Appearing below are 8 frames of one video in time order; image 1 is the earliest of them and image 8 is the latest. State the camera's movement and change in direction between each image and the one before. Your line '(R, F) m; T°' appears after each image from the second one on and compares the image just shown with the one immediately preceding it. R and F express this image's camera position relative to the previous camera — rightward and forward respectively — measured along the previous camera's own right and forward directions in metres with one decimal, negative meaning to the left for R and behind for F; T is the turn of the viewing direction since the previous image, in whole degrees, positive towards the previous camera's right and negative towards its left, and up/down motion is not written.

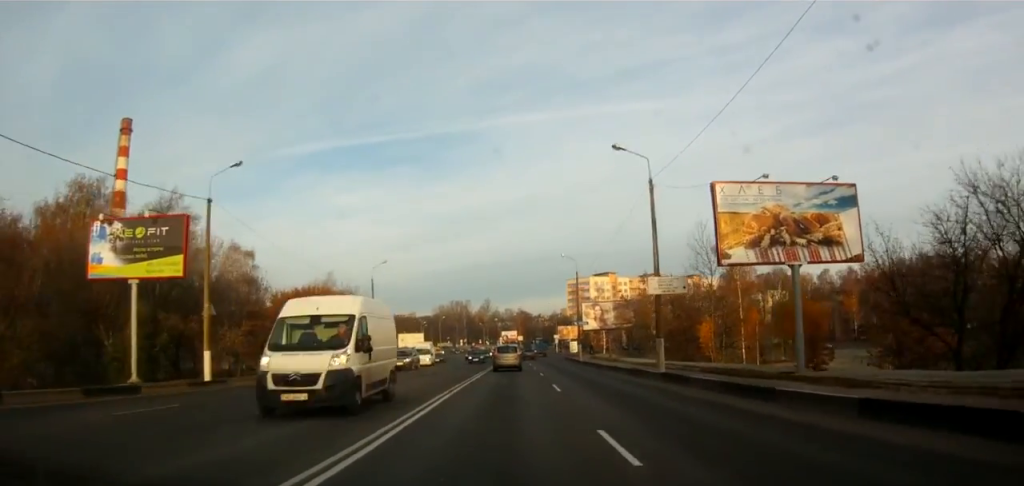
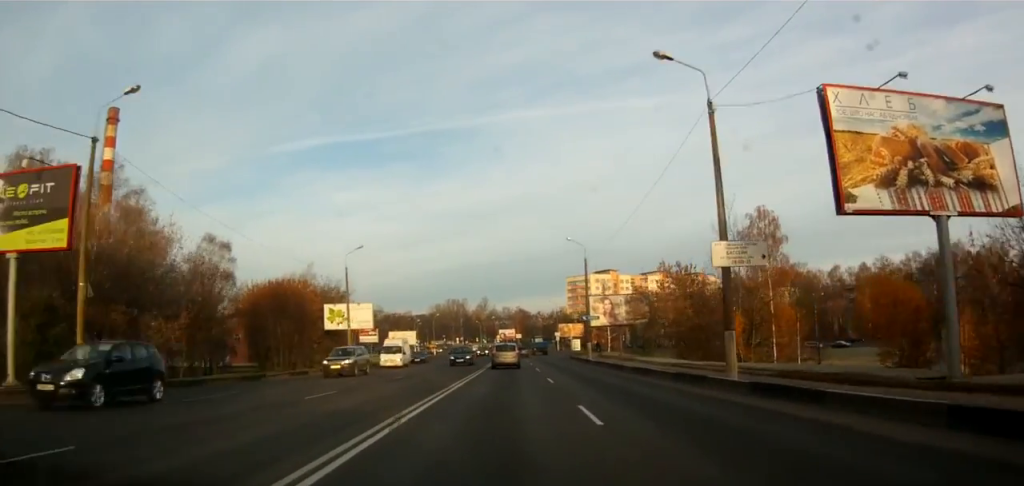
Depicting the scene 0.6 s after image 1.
(+0.1, +9.5) m; +1°
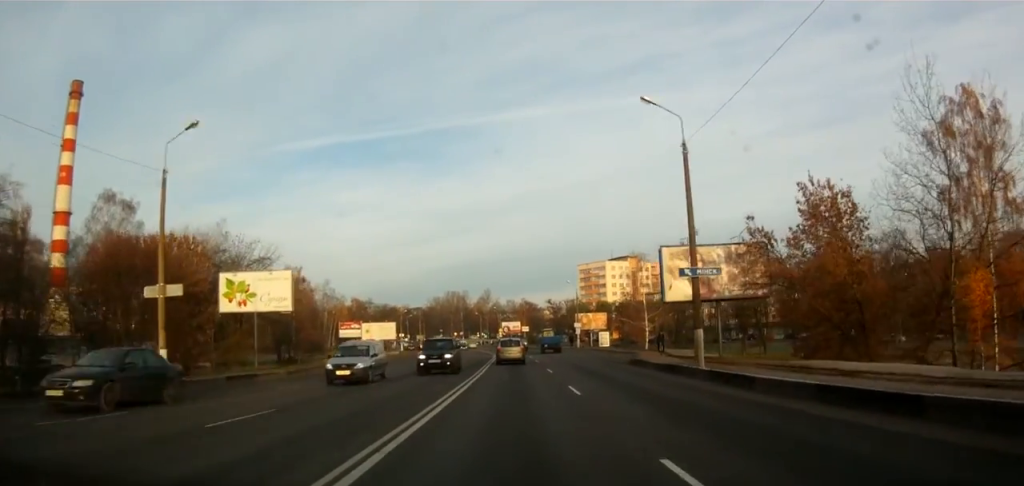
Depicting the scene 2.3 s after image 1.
(-0.1, +30.2) m; -1°
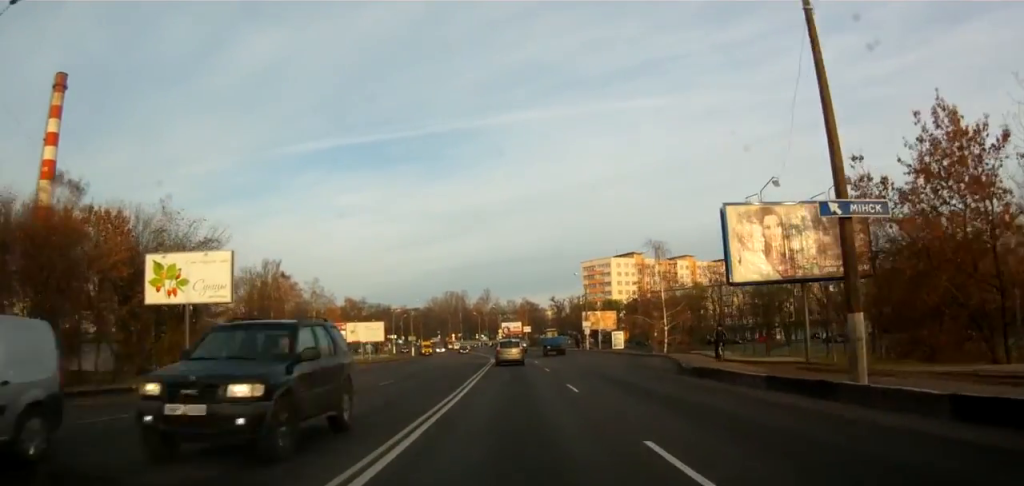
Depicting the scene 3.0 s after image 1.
(-0.1, +11.0) m; -1°
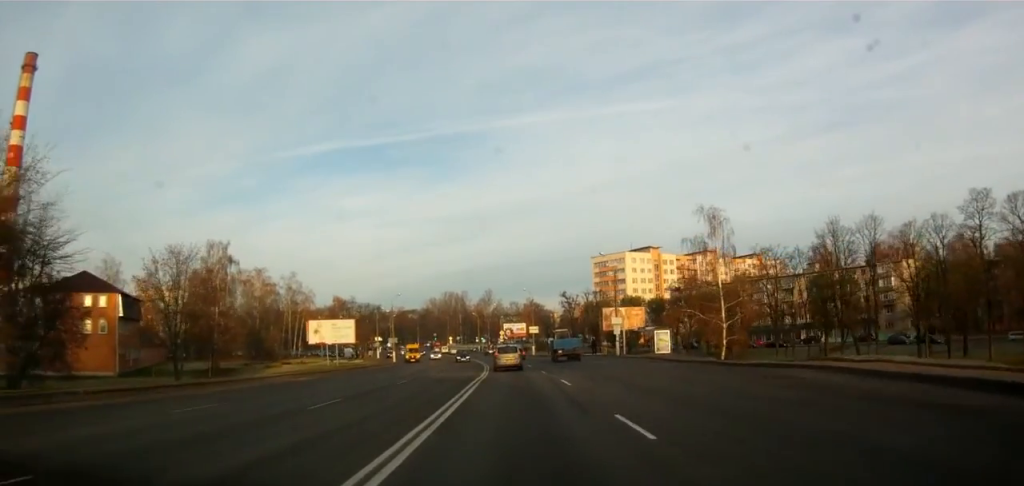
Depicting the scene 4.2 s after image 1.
(0.0, +21.1) m; 0°
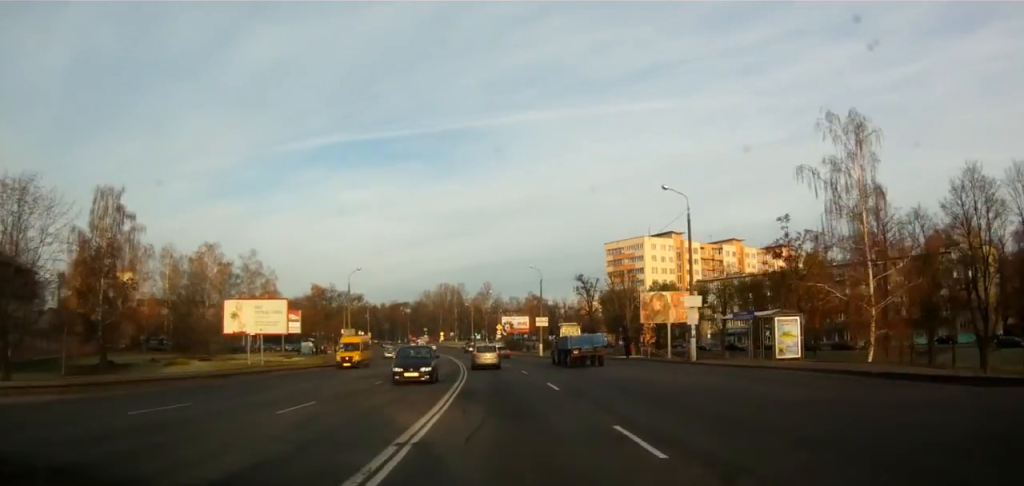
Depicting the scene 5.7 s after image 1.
(0.0, +25.1) m; 0°
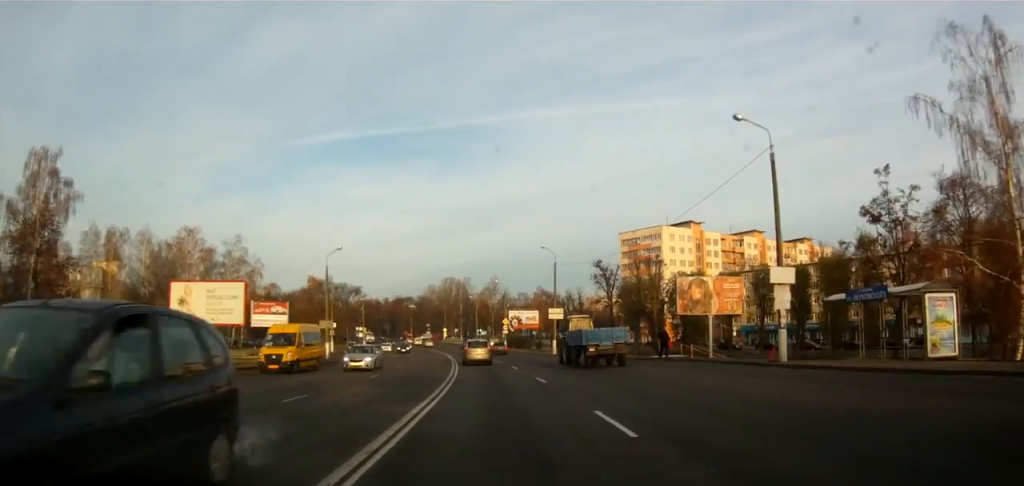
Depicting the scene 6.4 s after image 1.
(0.0, +11.5) m; -1°
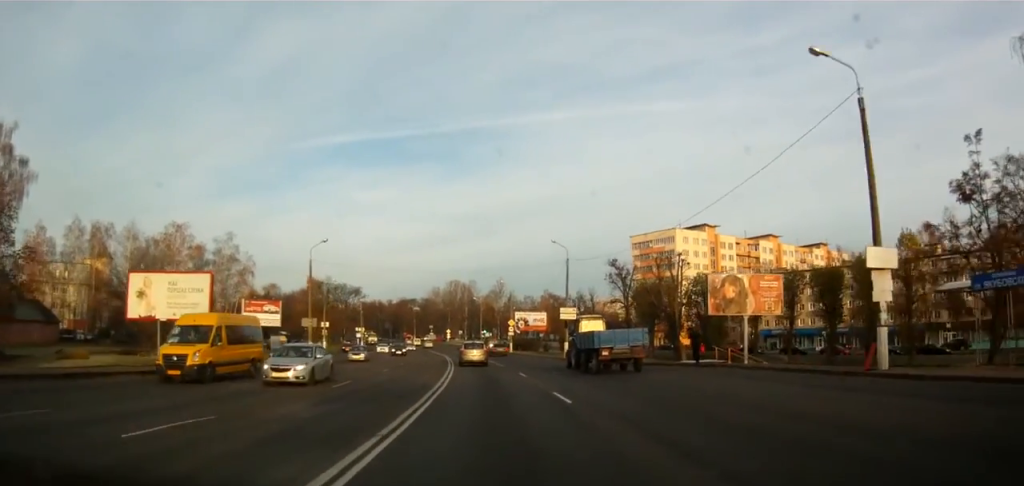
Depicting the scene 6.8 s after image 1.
(+0.1, +6.7) m; -1°
